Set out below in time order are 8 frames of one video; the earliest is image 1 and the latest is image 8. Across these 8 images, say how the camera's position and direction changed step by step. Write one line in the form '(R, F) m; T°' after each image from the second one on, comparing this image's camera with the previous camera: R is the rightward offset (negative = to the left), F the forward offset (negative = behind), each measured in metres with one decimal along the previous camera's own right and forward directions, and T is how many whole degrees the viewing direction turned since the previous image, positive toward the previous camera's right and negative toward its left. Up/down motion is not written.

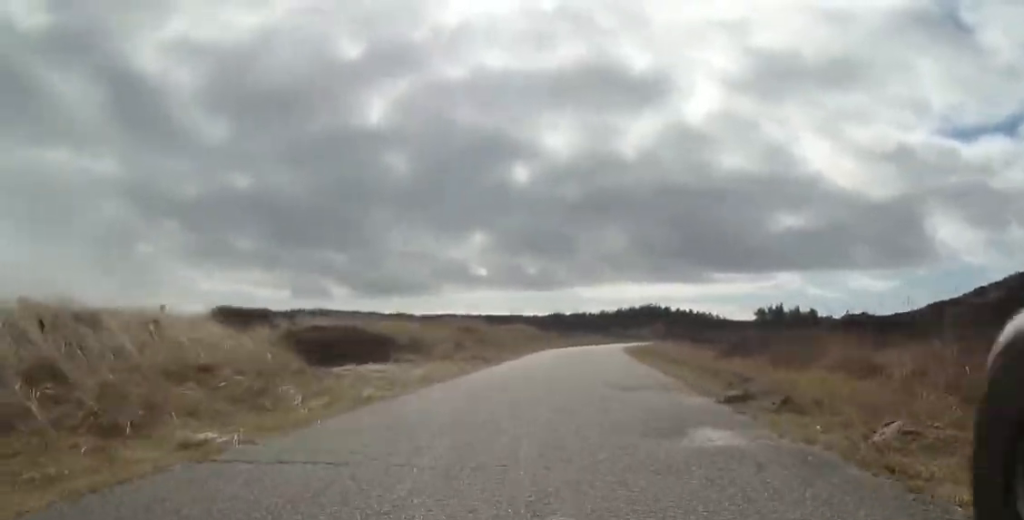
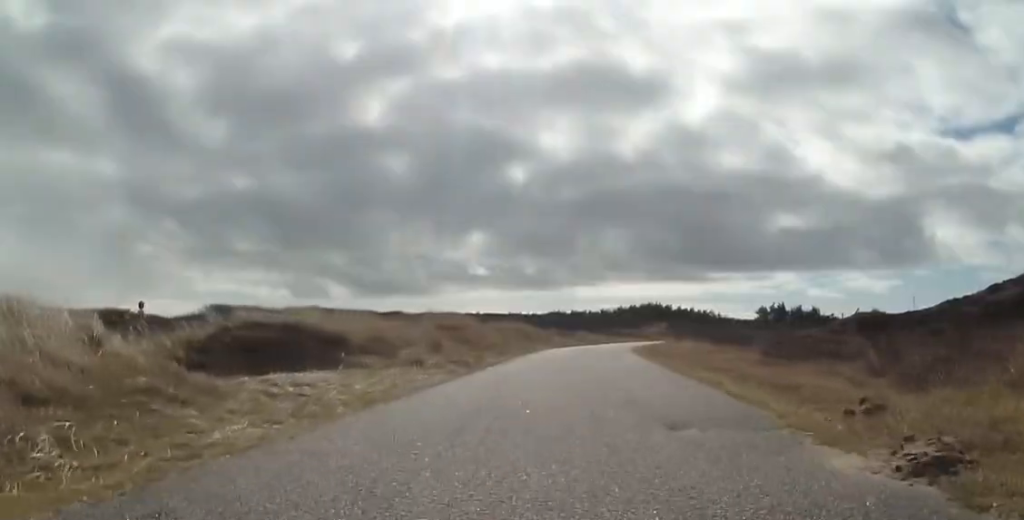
(0.0, +3.3) m; 0°
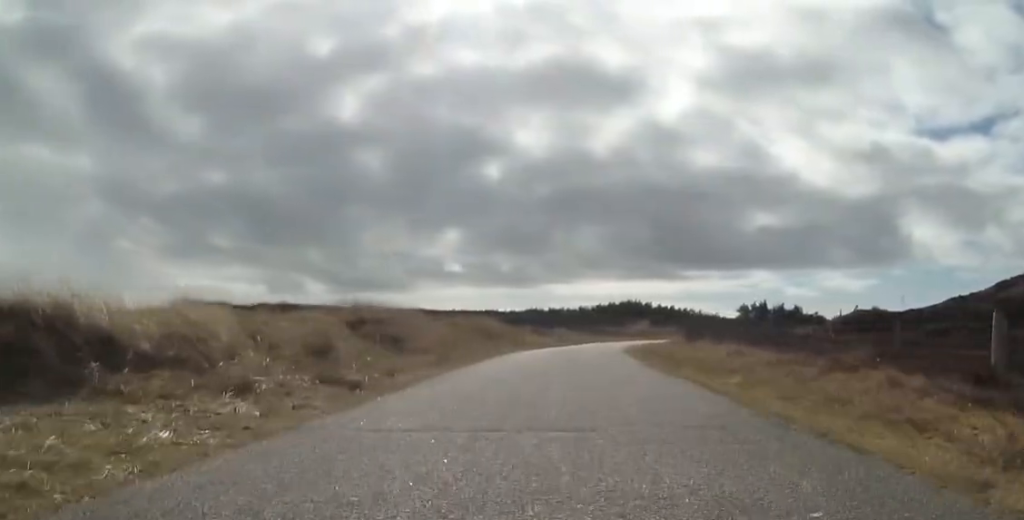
(0.0, +5.6) m; 0°
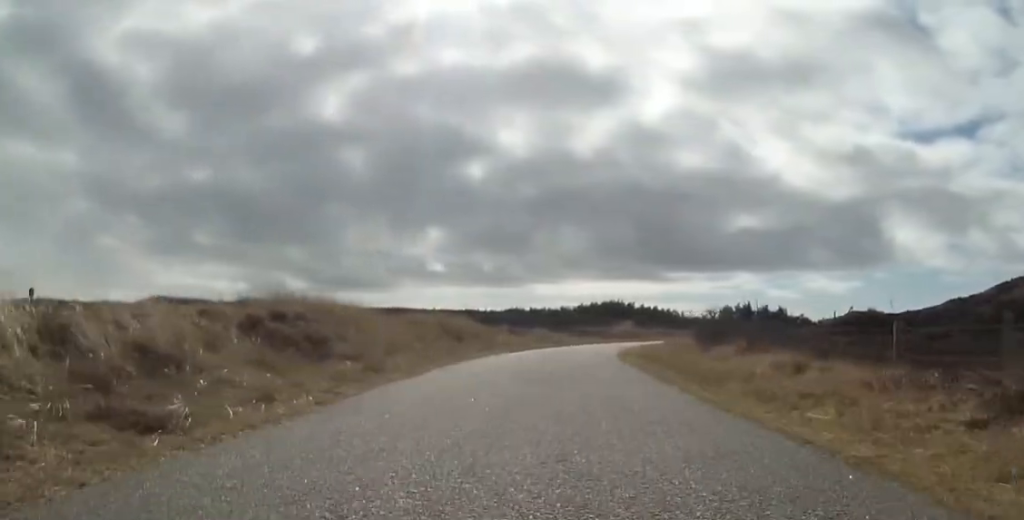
(0.0, +3.3) m; 0°
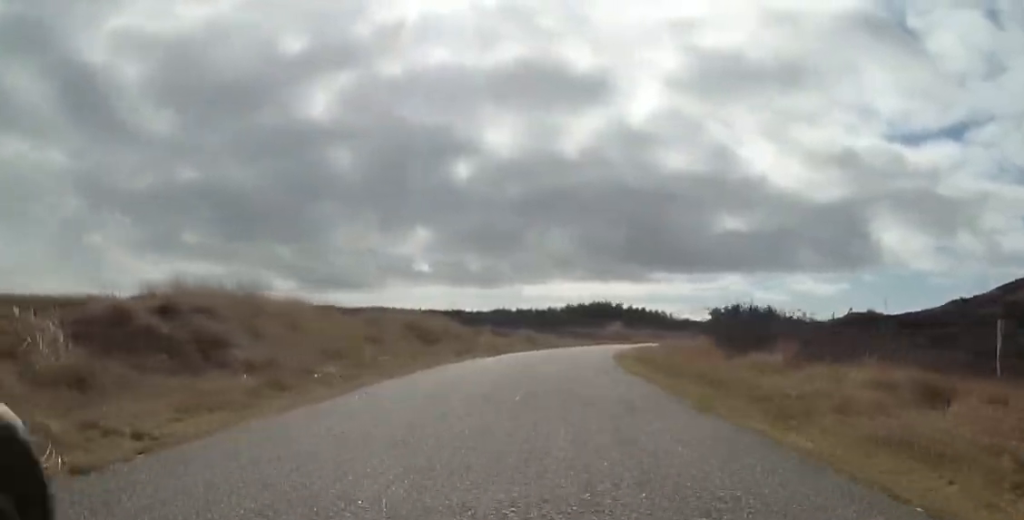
(0.0, +2.9) m; 0°
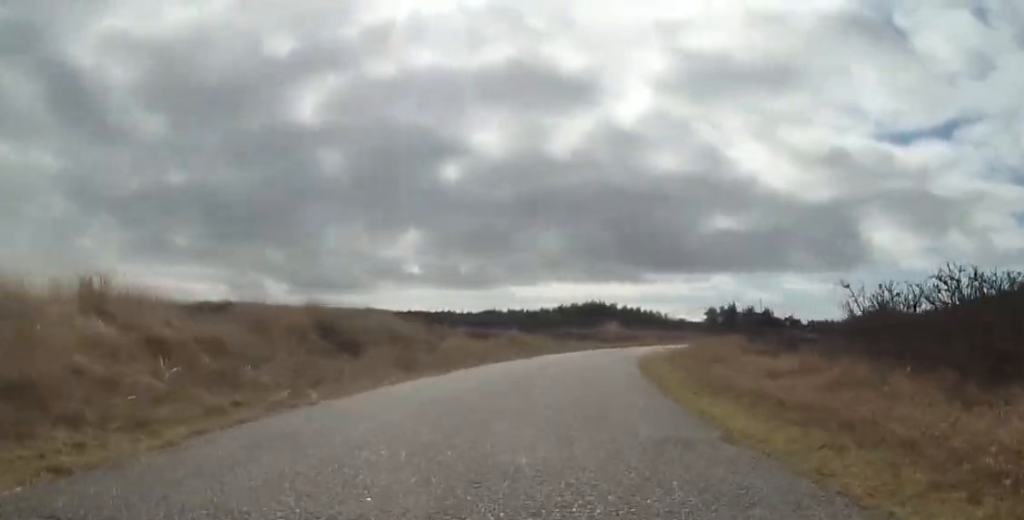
(0.0, +5.6) m; 0°
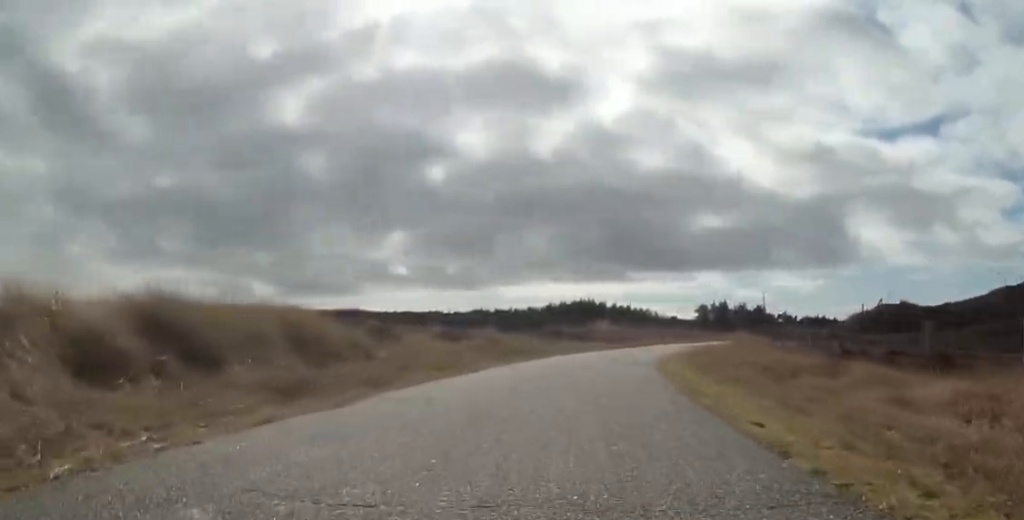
(0.0, +4.3) m; +1°
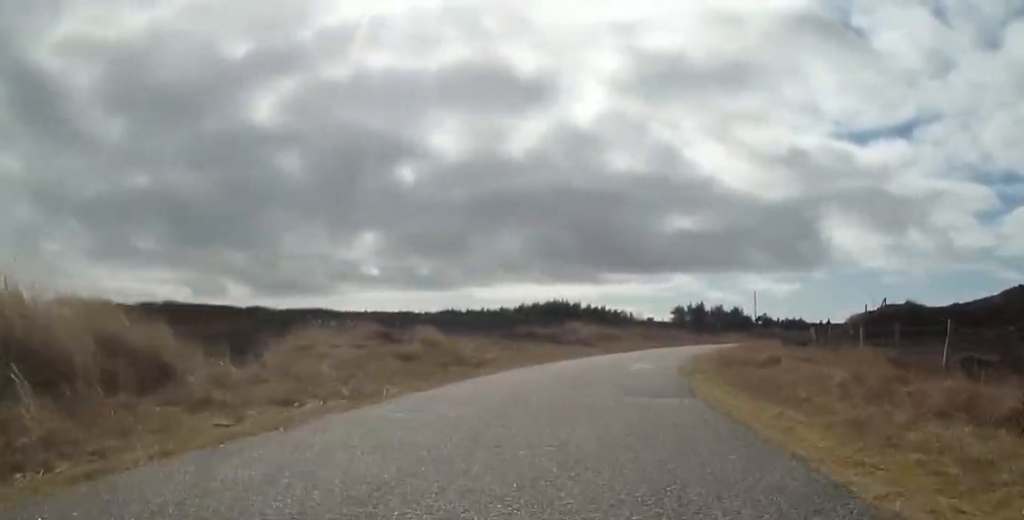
(+0.1, +5.1) m; +4°
